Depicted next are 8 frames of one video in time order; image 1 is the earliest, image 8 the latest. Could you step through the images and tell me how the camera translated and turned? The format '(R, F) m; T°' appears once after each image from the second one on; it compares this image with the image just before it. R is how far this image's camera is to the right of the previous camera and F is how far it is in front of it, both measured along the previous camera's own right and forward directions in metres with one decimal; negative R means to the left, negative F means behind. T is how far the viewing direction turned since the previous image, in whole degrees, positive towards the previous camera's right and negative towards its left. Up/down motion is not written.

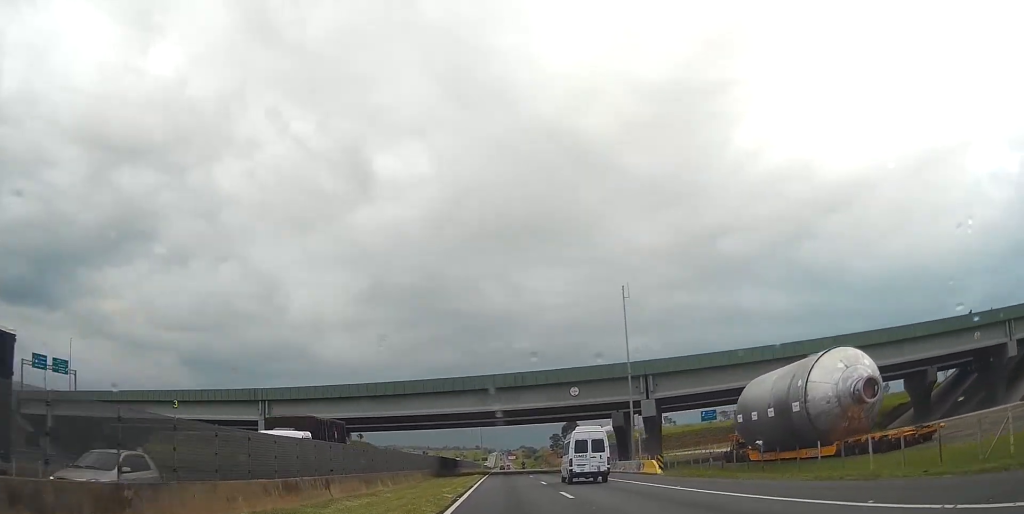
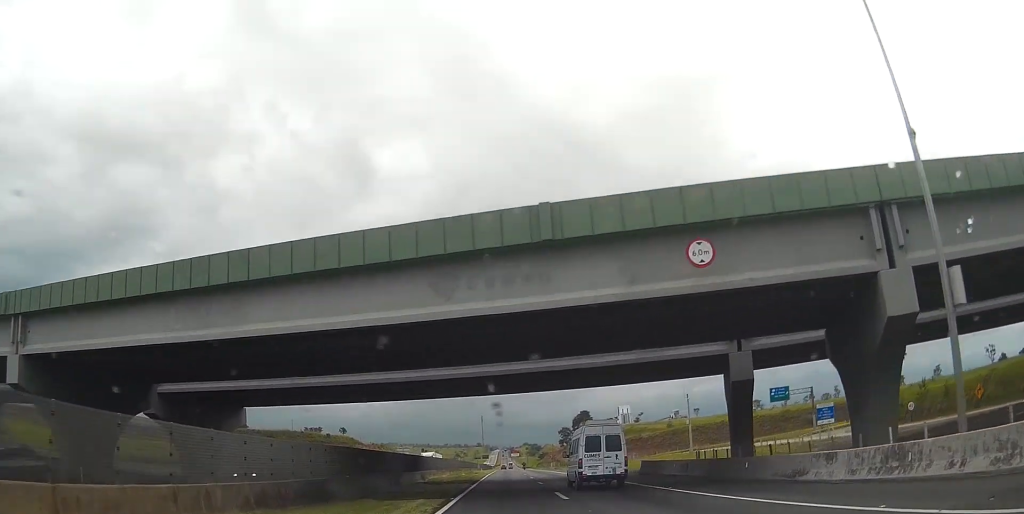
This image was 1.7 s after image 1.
(+0.1, +45.7) m; 0°
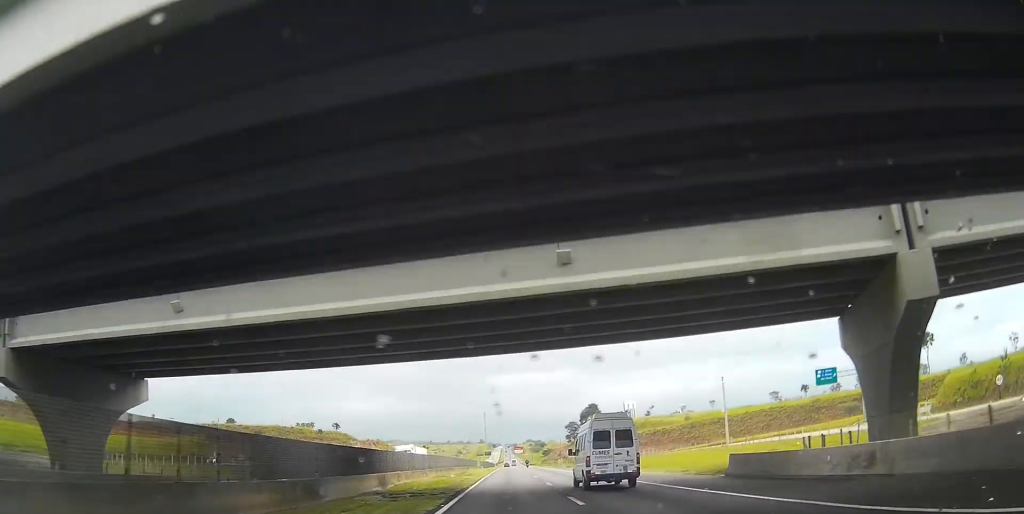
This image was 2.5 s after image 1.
(-0.1, +19.1) m; -1°
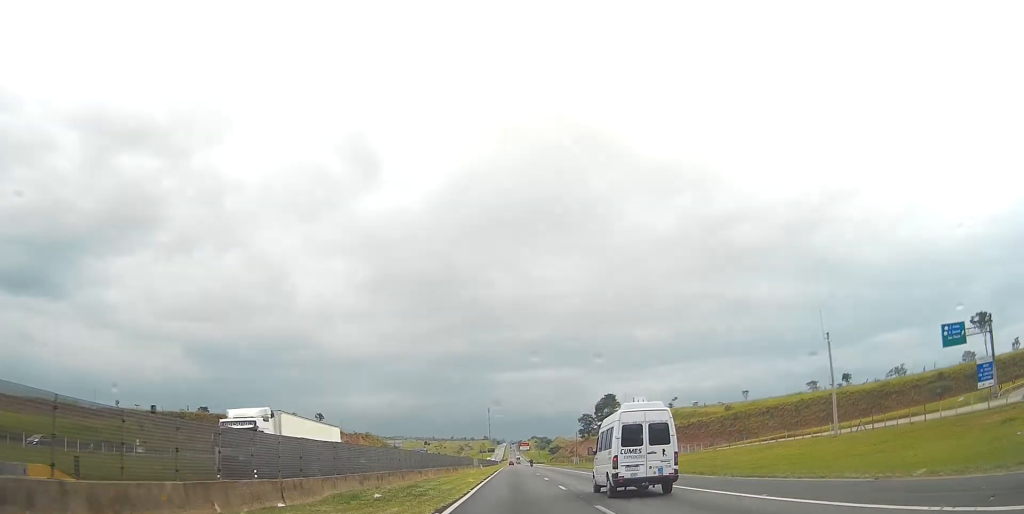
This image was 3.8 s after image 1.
(-0.8, +35.0) m; -3°
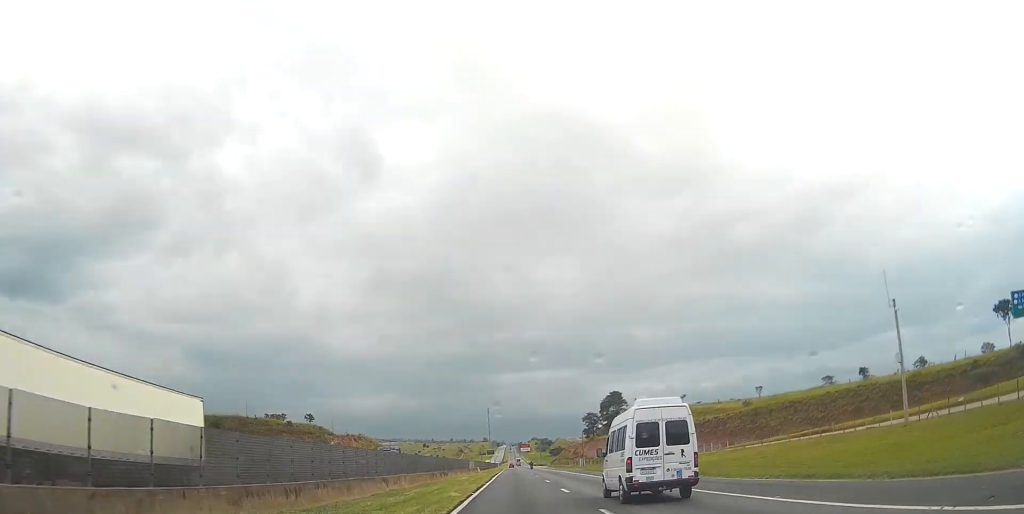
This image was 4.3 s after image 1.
(-0.2, +14.5) m; -1°
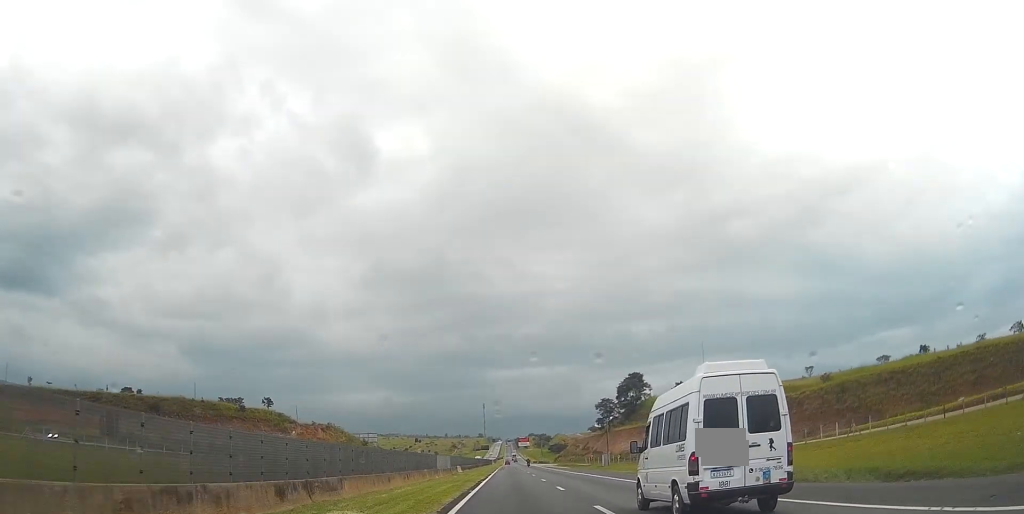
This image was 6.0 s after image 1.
(+0.1, +46.1) m; 0°
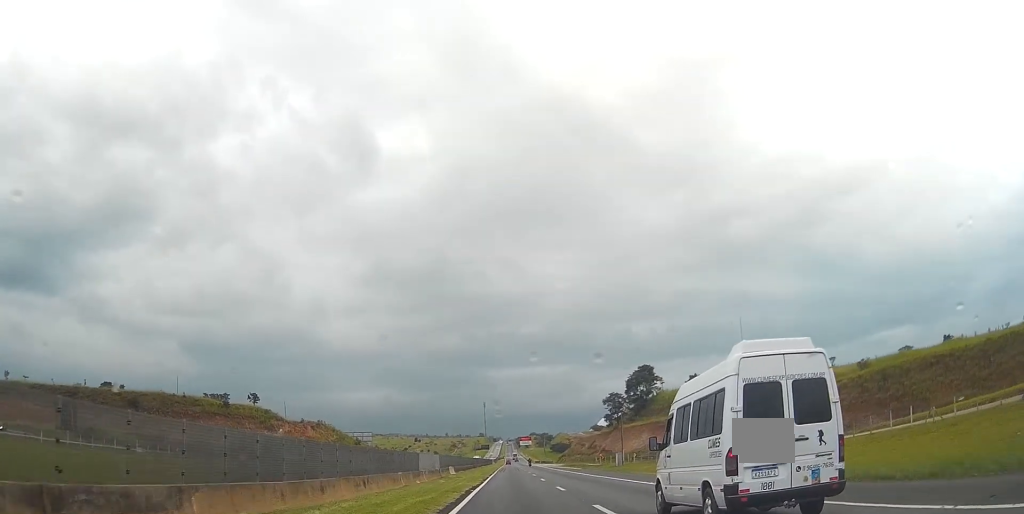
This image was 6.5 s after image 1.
(0.0, +14.3) m; 0°
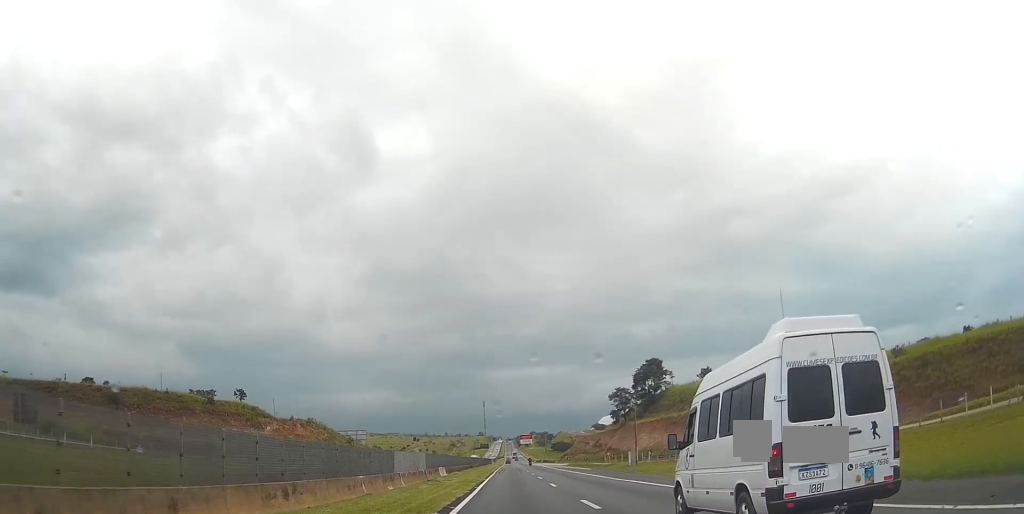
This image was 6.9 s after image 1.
(0.0, +11.5) m; 0°
